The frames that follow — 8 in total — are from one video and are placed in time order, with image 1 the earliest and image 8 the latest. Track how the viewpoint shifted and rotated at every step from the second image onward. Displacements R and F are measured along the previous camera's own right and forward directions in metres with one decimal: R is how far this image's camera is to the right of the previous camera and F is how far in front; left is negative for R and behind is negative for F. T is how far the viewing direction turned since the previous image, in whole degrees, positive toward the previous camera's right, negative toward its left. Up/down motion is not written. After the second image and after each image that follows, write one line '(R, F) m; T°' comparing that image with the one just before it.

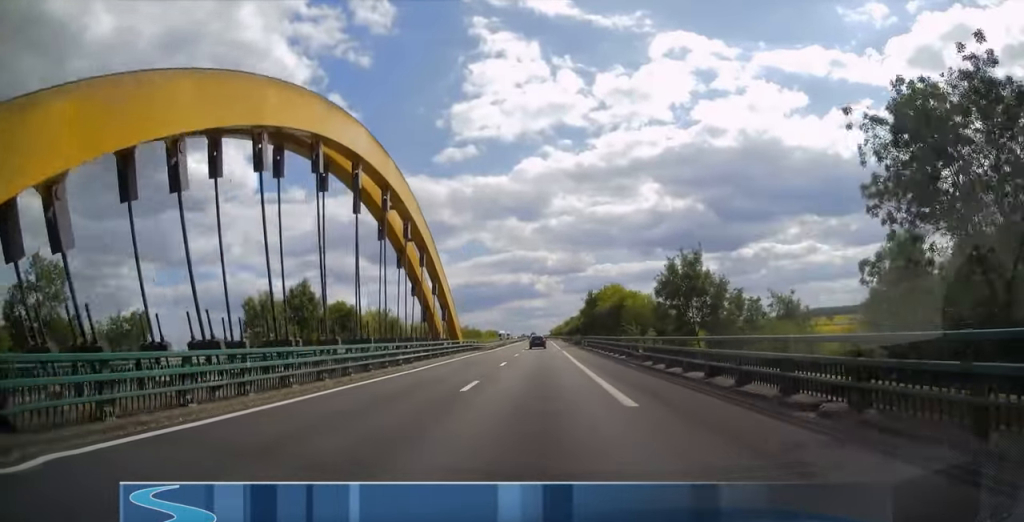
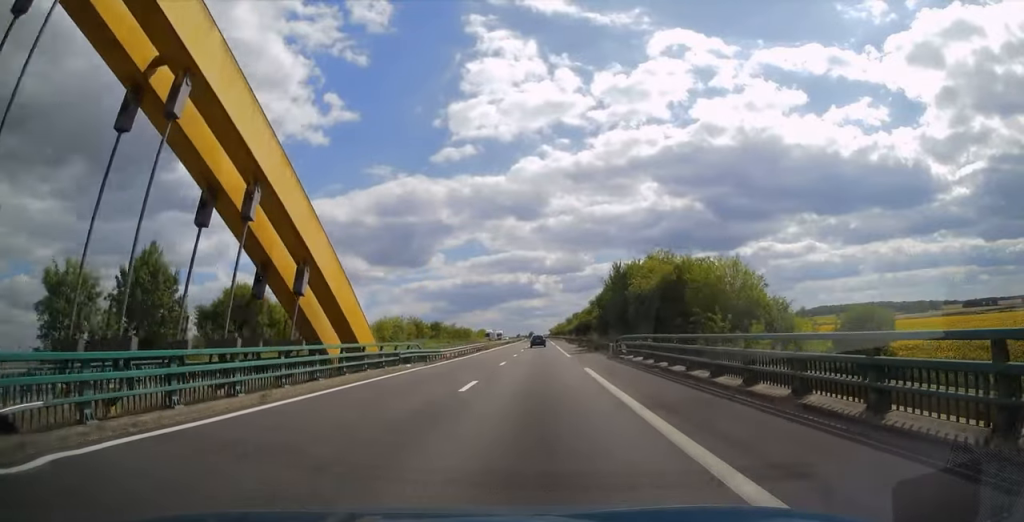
(-0.1, +28.0) m; 0°
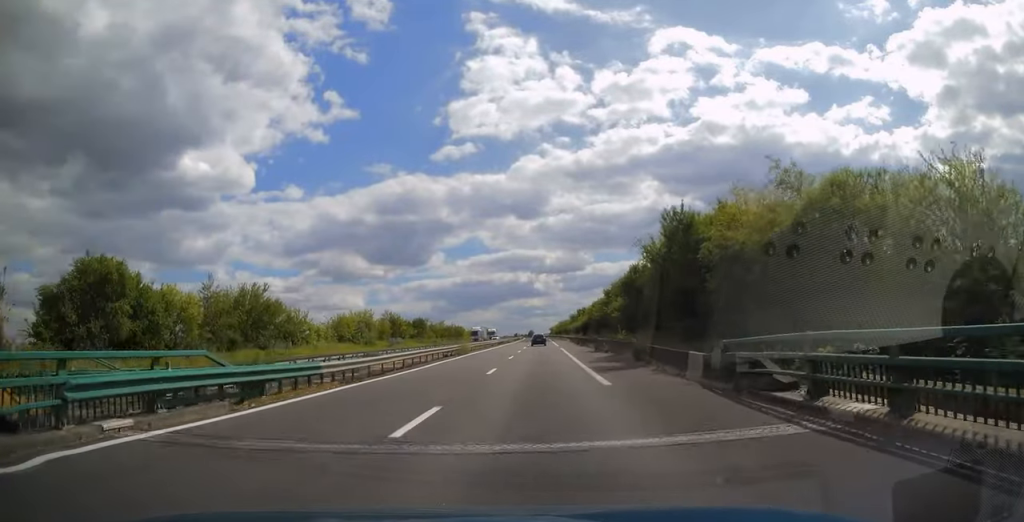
(0.0, +20.5) m; 0°
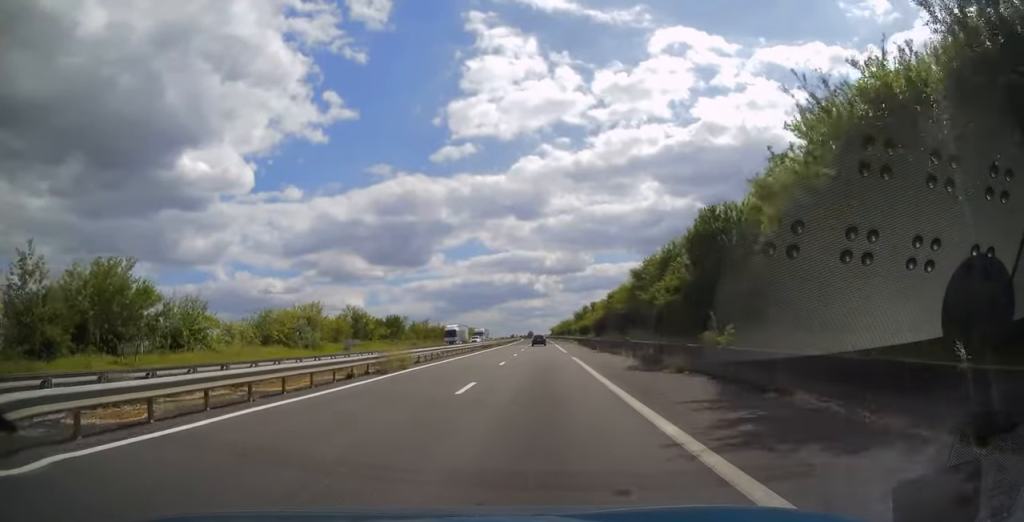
(0.0, +21.5) m; 0°
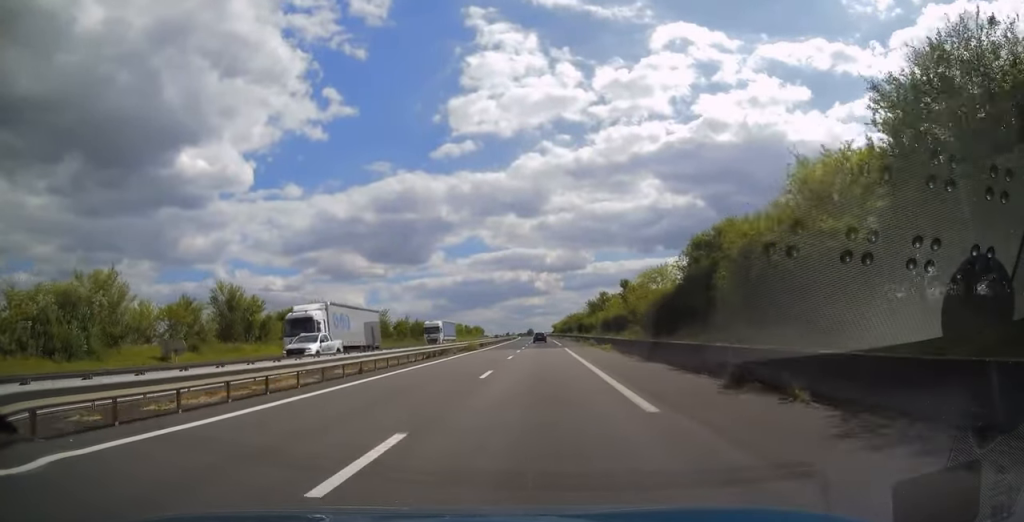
(-0.1, +36.7) m; 0°
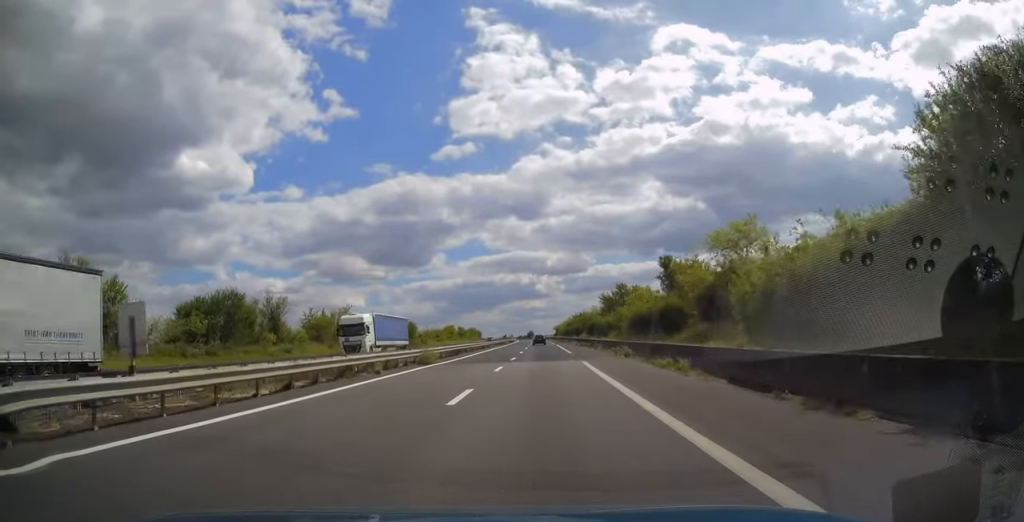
(+0.1, +20.6) m; 0°
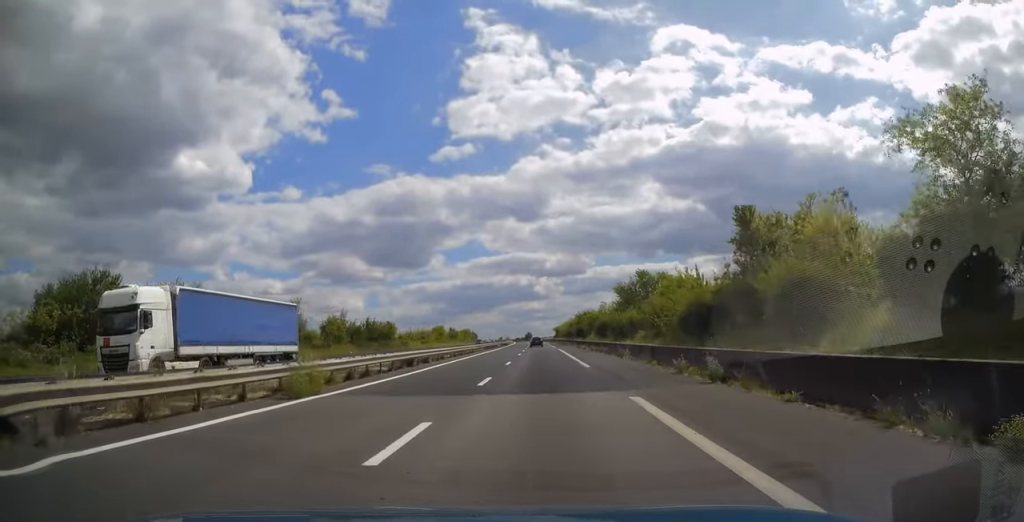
(0.0, +16.7) m; 0°
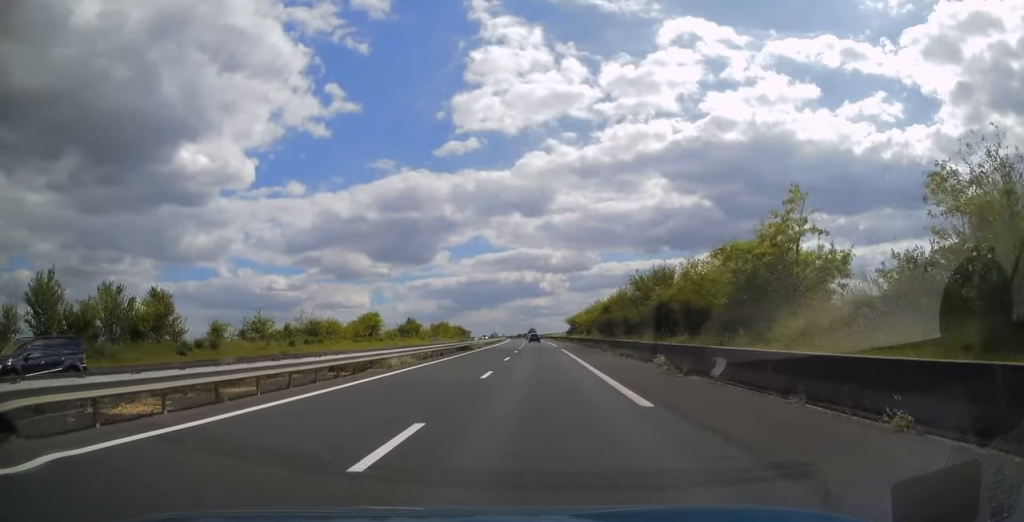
(-0.4, +67.0) m; -1°
